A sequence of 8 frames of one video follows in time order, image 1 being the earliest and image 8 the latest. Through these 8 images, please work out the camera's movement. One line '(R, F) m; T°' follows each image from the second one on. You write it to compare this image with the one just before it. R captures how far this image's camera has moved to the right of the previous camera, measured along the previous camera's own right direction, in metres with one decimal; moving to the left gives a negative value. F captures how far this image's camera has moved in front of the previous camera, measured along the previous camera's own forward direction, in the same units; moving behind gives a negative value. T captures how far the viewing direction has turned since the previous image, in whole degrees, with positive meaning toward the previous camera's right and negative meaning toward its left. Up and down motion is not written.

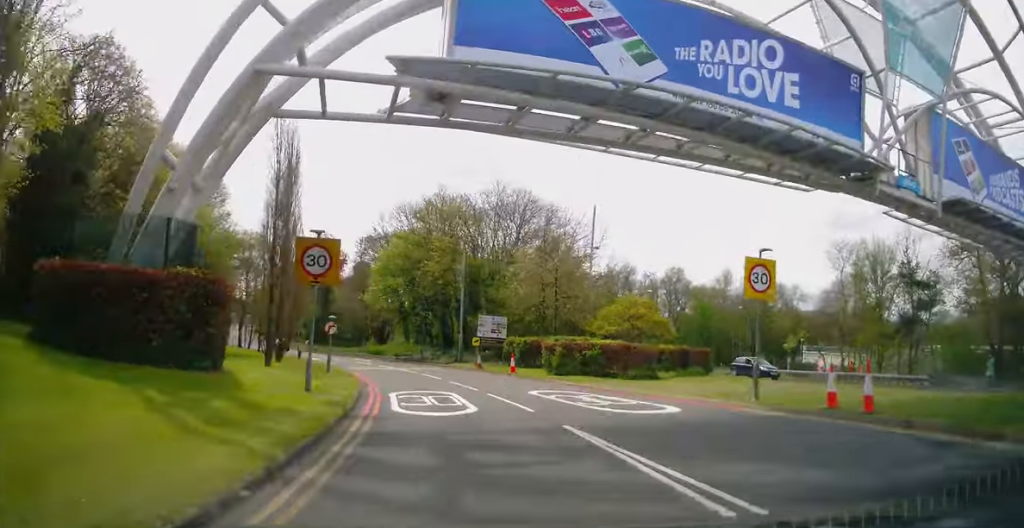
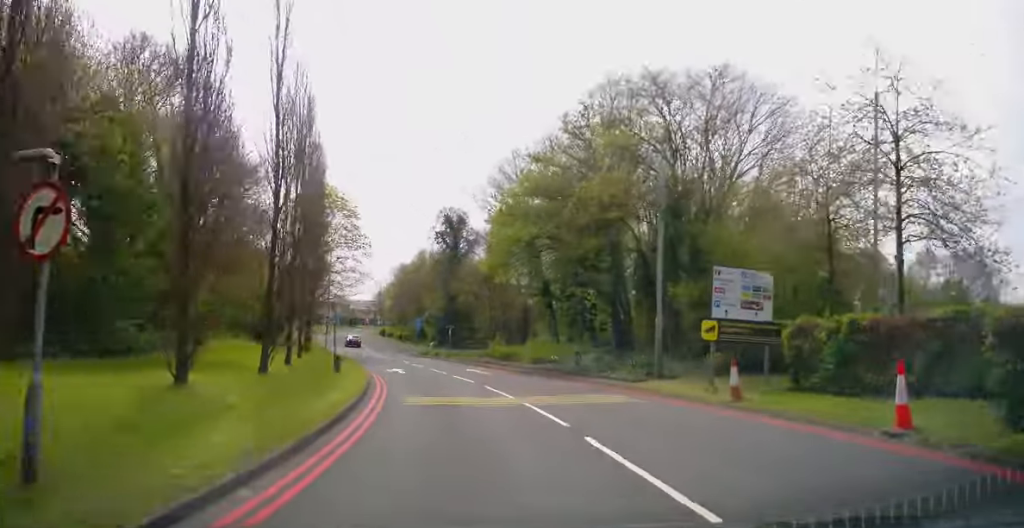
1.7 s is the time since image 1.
(-2.3, +23.3) m; -12°
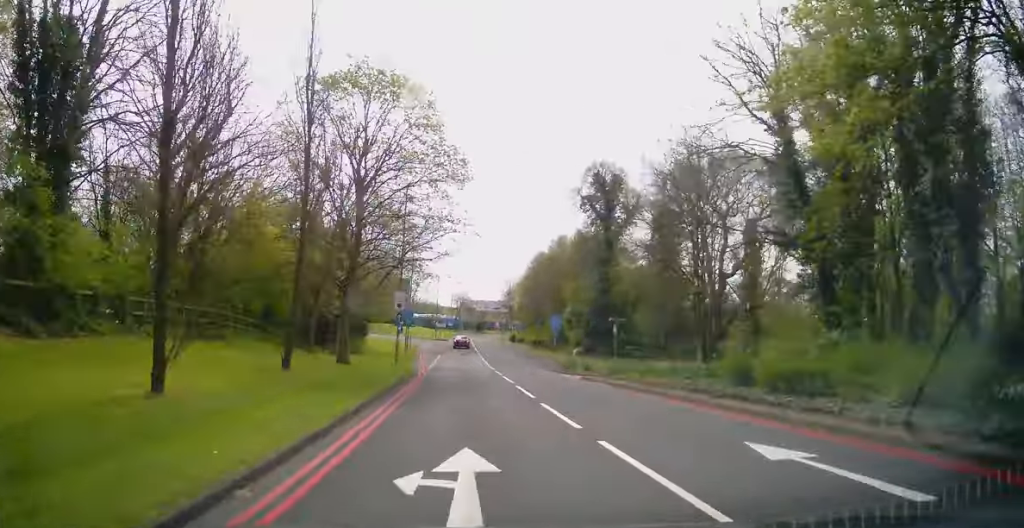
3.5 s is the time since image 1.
(-2.7, +24.3) m; -12°
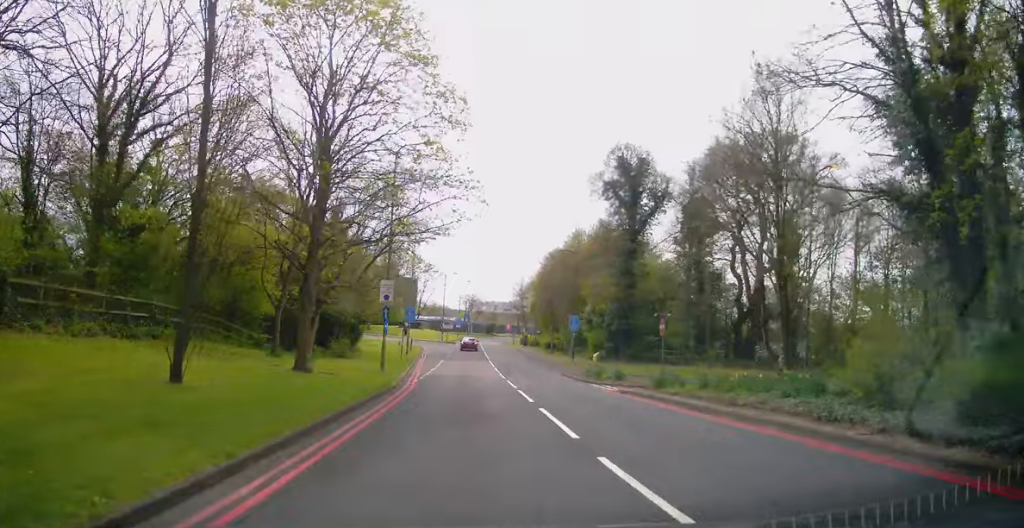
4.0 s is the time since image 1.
(-0.4, +7.0) m; -2°
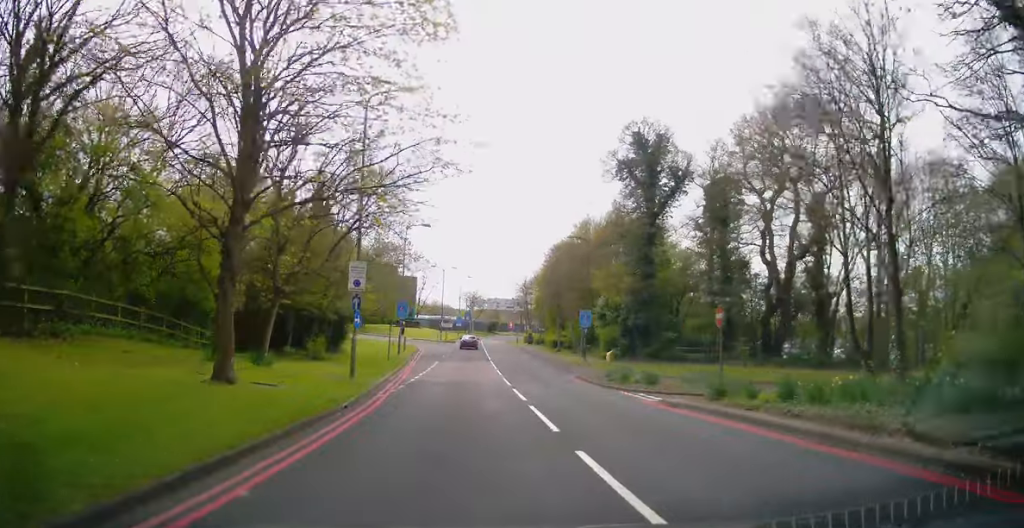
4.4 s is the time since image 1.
(-0.1, +6.1) m; -1°
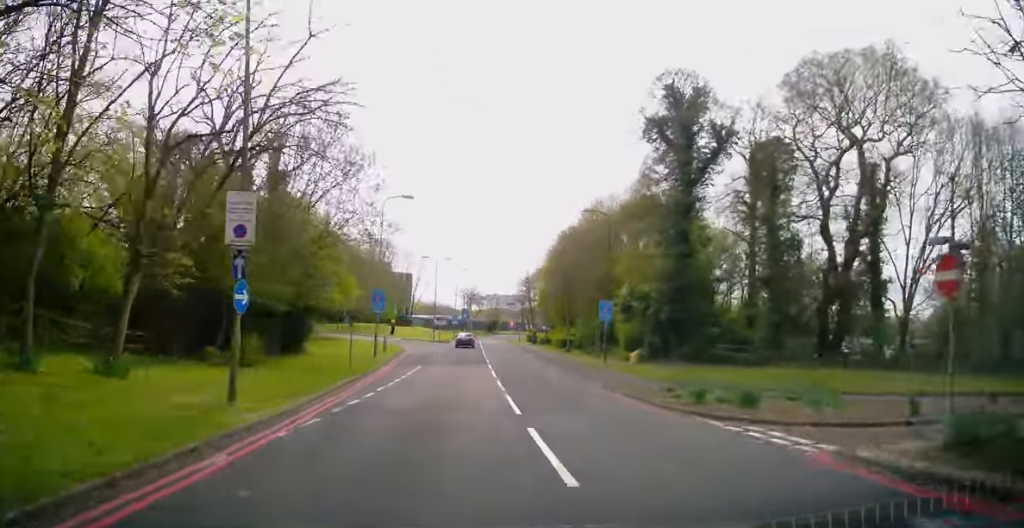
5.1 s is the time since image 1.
(0.0, +9.9) m; +1°
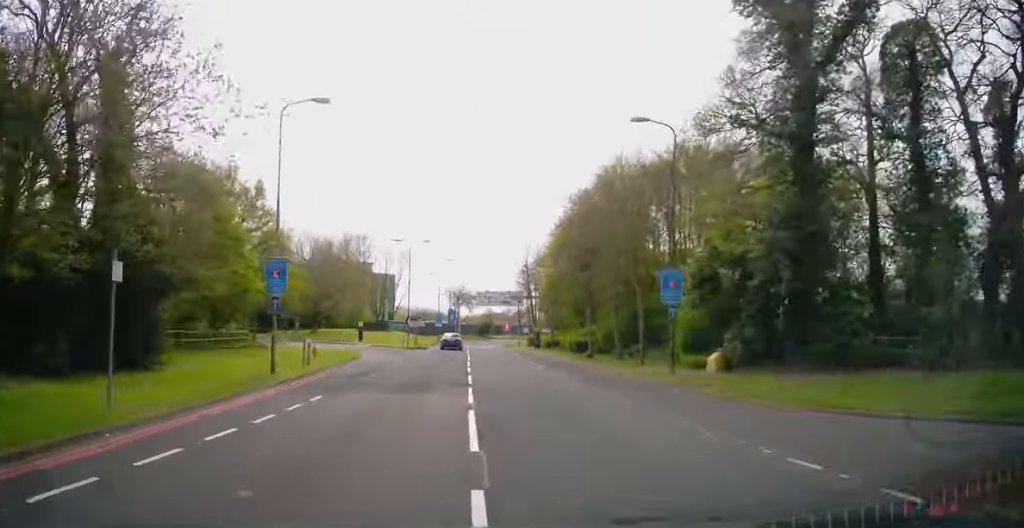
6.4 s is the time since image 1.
(+0.2, +17.7) m; 0°
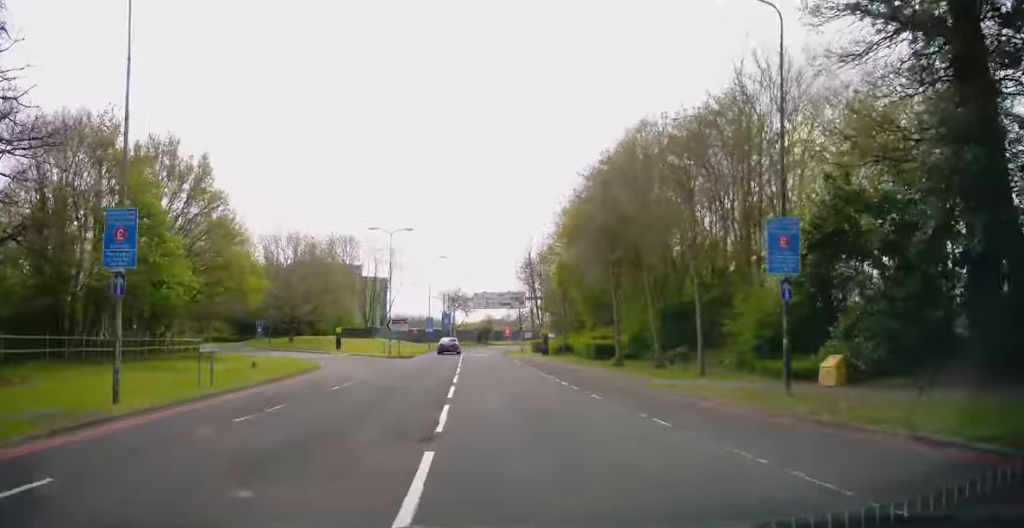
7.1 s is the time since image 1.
(-0.2, +10.2) m; 0°
